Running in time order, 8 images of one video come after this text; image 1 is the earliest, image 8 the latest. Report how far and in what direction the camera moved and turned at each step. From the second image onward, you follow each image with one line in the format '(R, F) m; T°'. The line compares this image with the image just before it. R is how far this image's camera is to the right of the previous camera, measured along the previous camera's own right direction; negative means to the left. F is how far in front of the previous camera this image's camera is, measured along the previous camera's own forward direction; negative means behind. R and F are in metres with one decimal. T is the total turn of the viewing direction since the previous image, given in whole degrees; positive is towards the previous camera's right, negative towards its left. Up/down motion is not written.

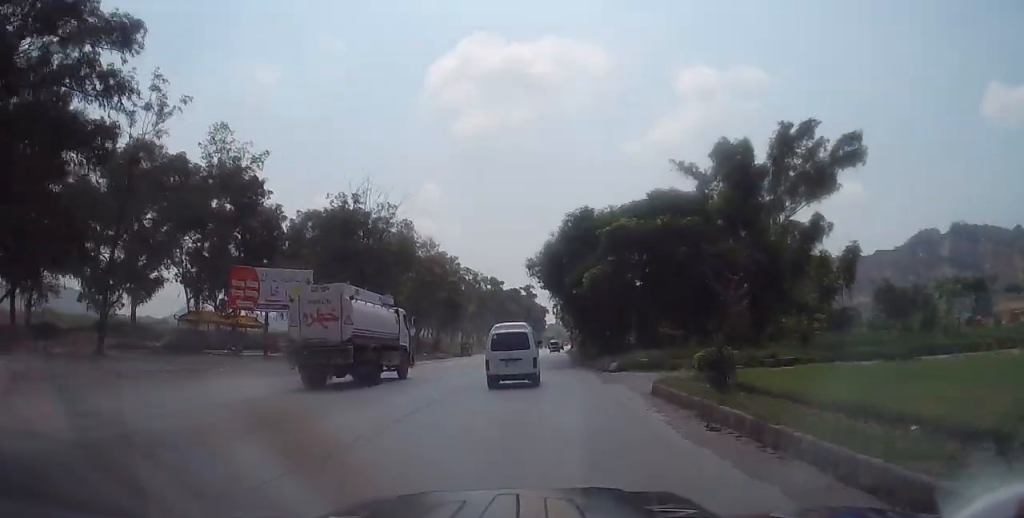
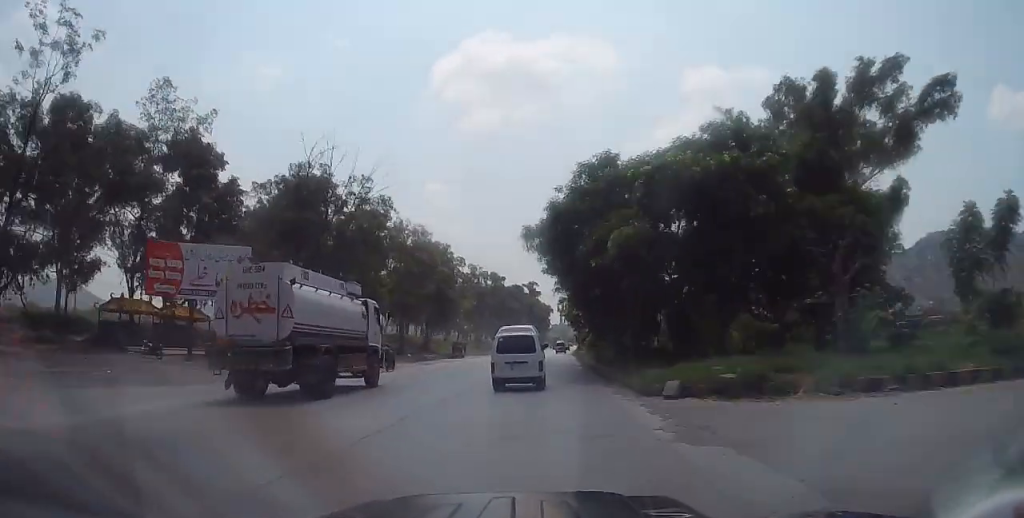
(+0.1, +10.6) m; -1°
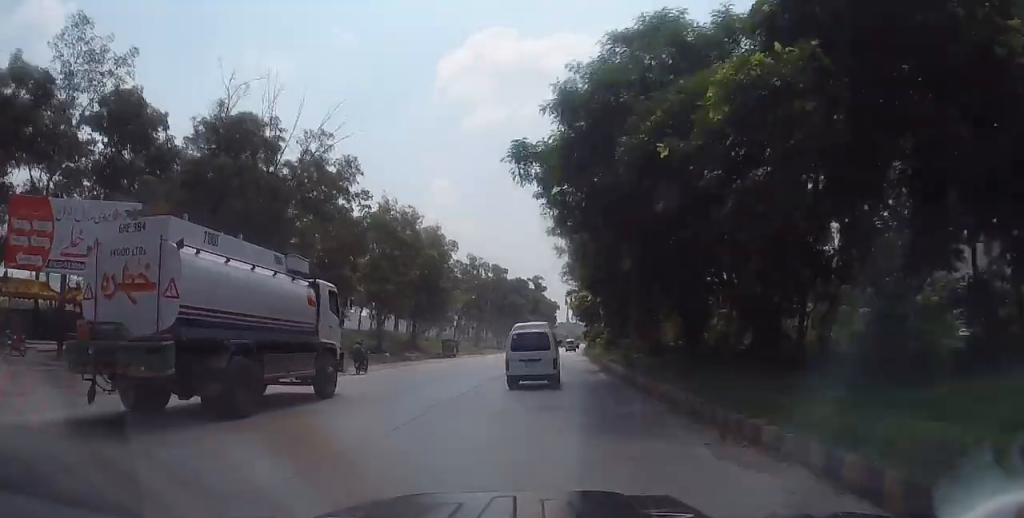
(+0.1, +11.1) m; -1°
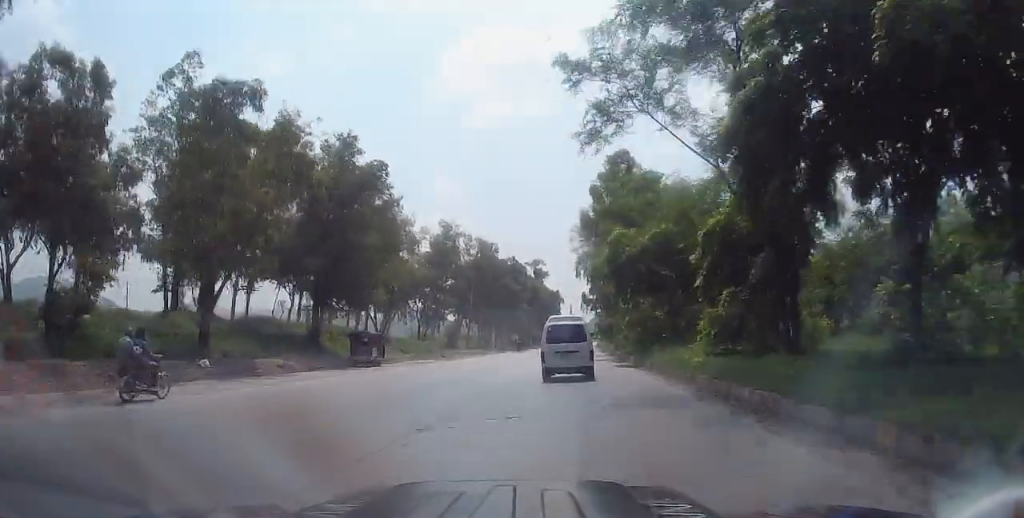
(-0.4, +29.8) m; +2°
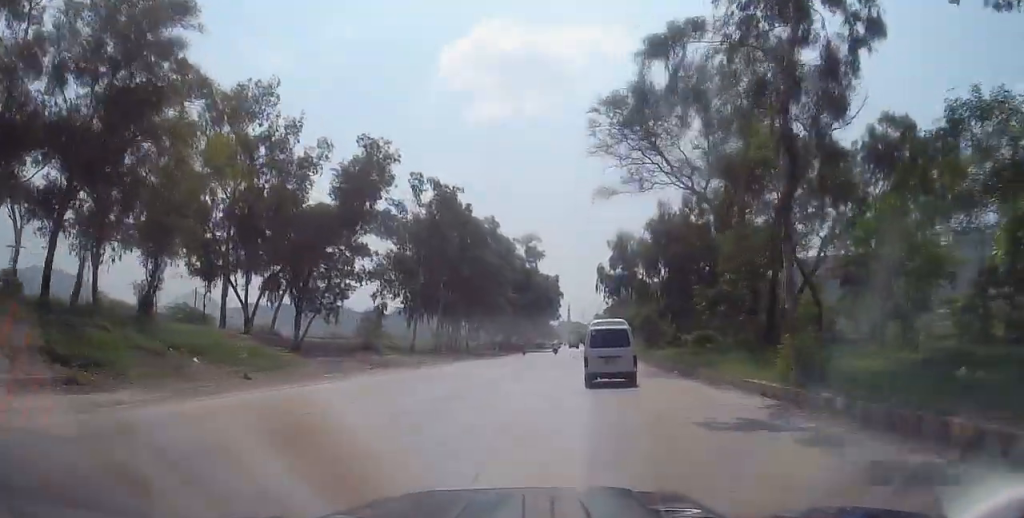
(-0.1, +35.2) m; -1°
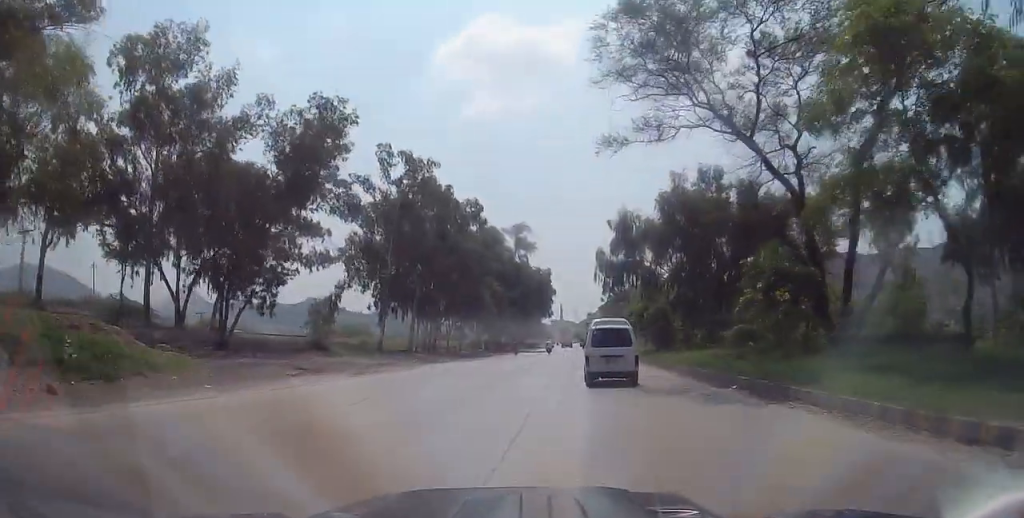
(0.0, +8.6) m; +1°
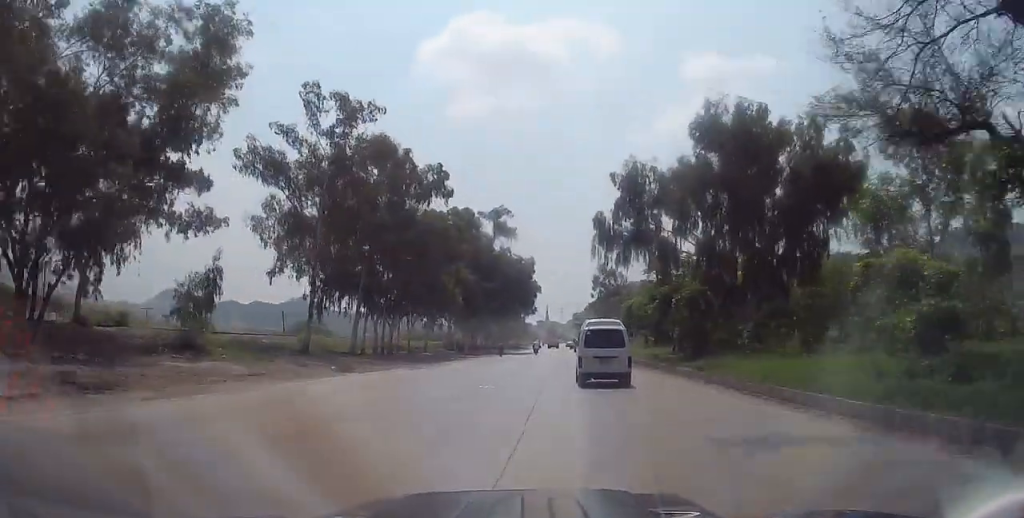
(+0.2, +13.0) m; +2°
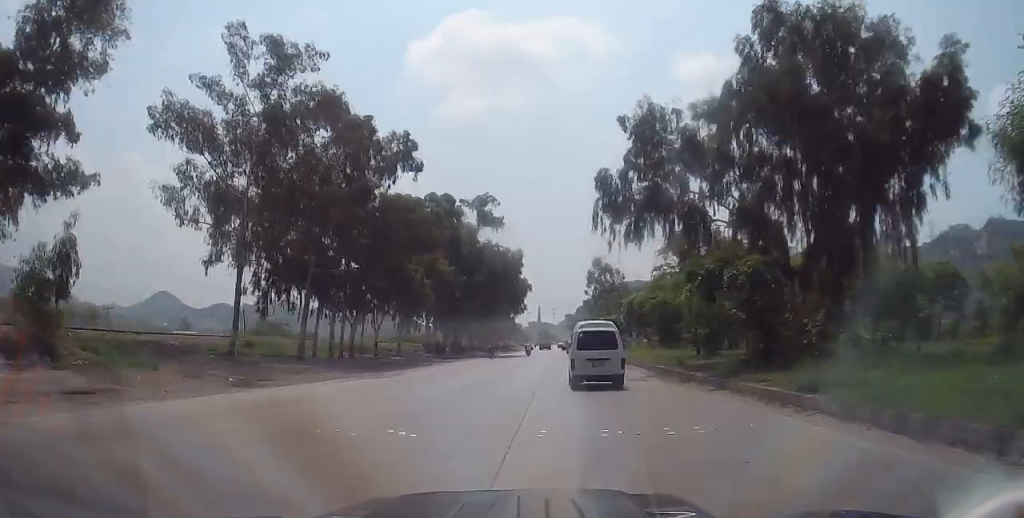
(0.0, +8.7) m; +1°
